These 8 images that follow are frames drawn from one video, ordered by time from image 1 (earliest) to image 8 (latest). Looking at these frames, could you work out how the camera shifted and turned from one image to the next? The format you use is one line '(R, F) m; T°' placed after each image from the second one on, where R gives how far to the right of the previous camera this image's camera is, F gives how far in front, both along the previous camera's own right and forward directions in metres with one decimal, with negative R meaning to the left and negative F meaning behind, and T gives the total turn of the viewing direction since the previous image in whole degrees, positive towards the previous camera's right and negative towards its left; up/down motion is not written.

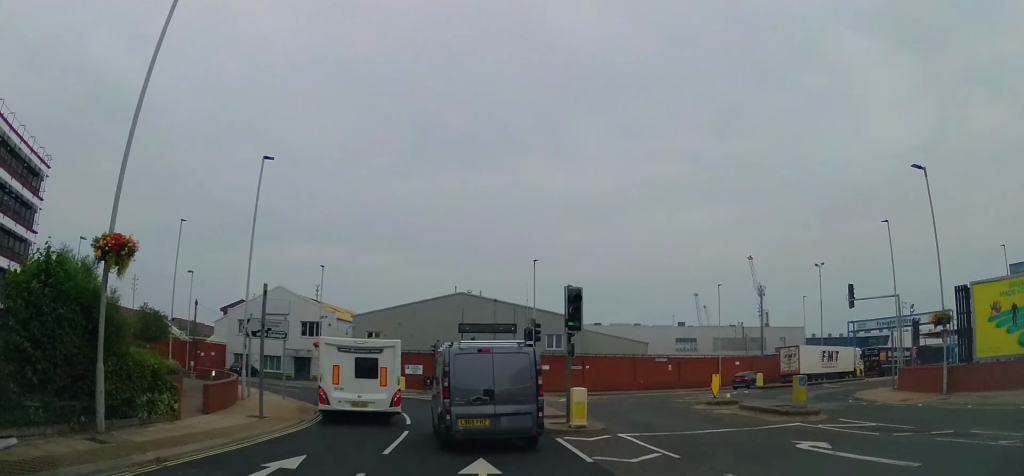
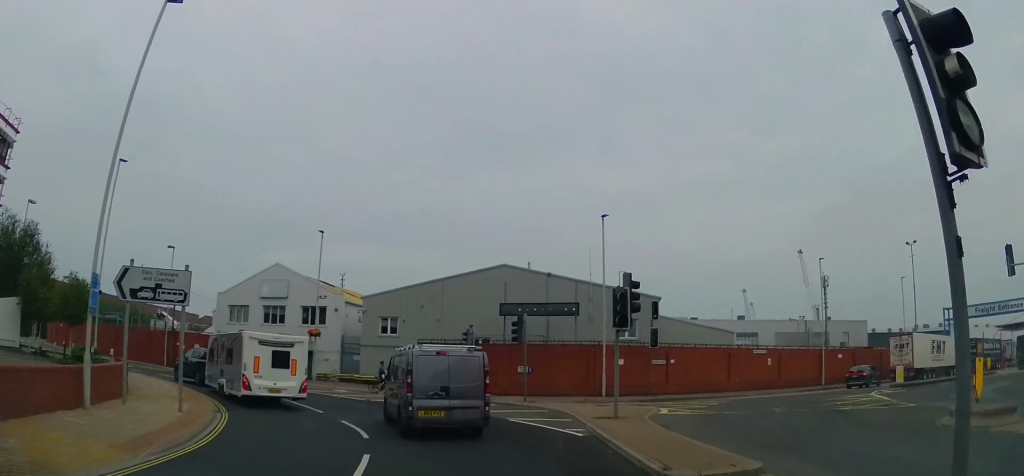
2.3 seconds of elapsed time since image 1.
(-1.3, +11.9) m; -9°
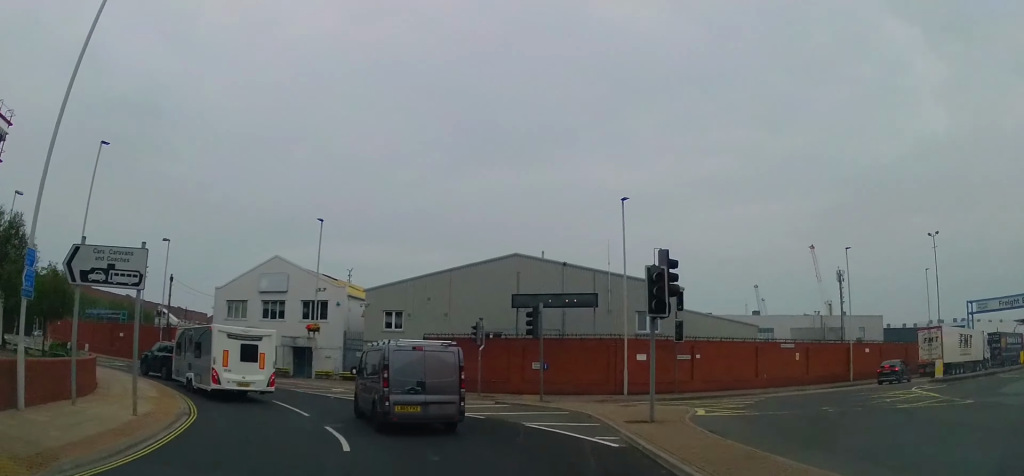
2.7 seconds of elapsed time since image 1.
(0.0, +2.5) m; -2°
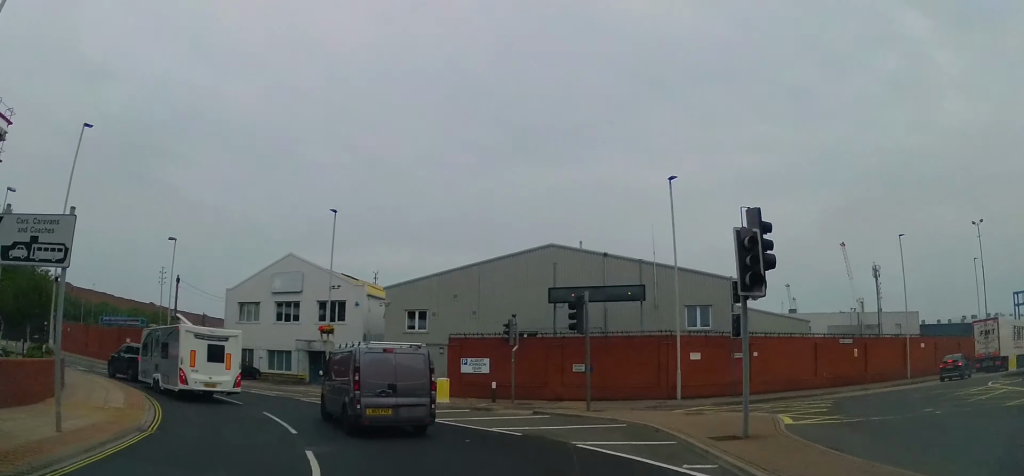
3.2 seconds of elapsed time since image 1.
(-0.1, +3.5) m; -4°
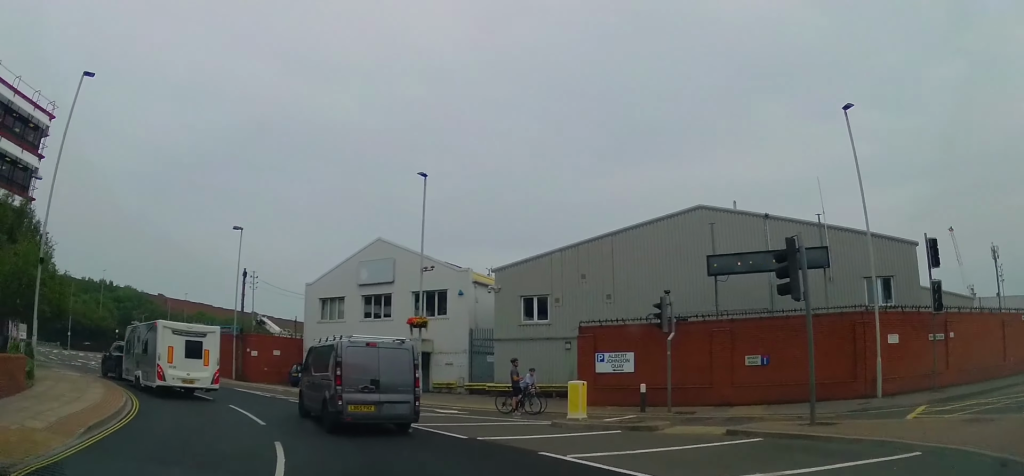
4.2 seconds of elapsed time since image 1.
(-0.6, +7.0) m; -12°
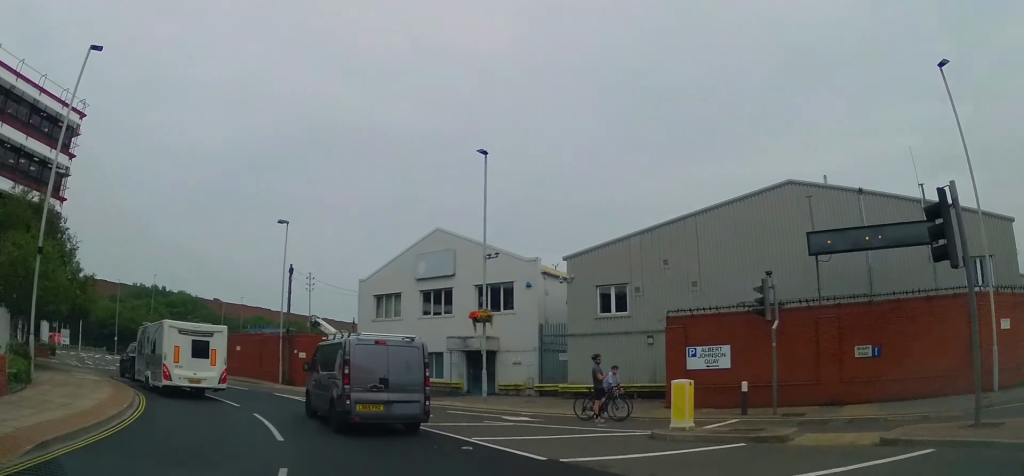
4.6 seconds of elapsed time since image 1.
(-0.1, +3.0) m; -6°
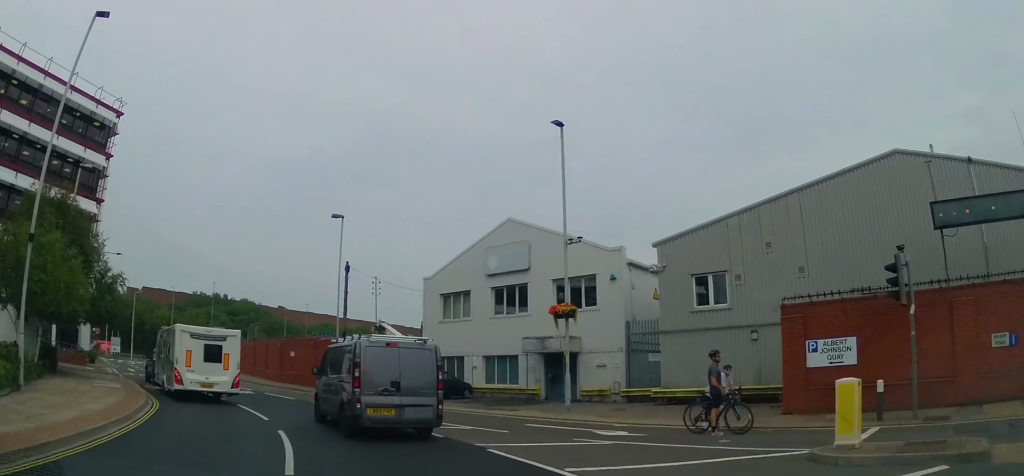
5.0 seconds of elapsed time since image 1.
(-0.1, +3.3) m; -6°
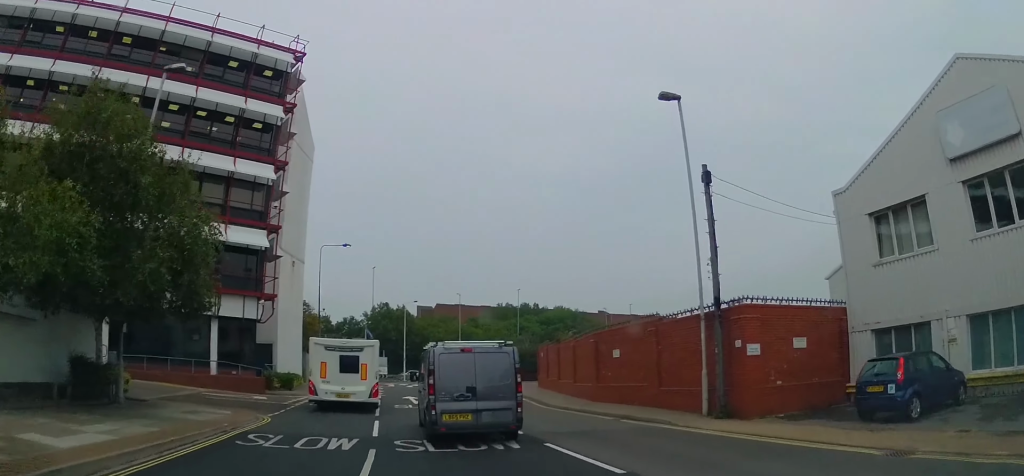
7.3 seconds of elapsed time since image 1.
(-4.6, +16.4) m; -30°
